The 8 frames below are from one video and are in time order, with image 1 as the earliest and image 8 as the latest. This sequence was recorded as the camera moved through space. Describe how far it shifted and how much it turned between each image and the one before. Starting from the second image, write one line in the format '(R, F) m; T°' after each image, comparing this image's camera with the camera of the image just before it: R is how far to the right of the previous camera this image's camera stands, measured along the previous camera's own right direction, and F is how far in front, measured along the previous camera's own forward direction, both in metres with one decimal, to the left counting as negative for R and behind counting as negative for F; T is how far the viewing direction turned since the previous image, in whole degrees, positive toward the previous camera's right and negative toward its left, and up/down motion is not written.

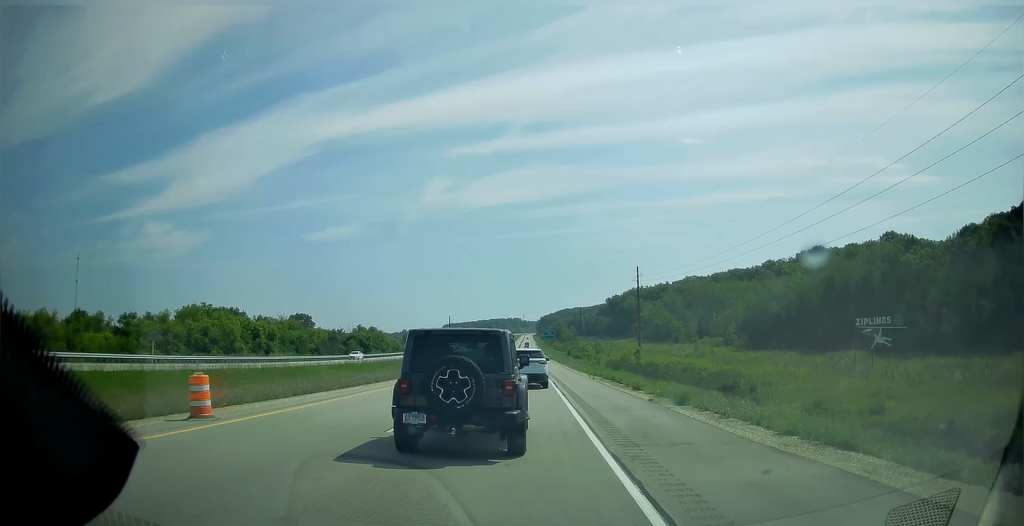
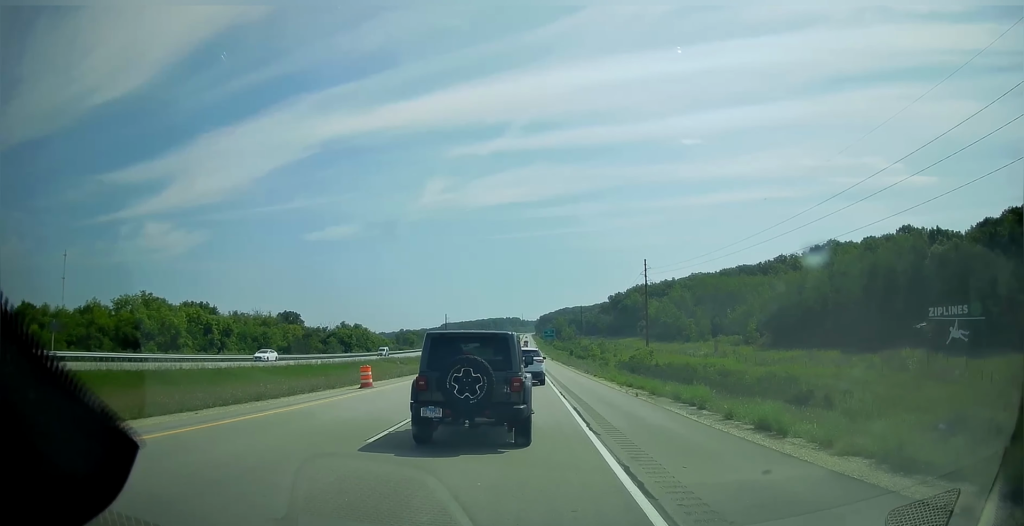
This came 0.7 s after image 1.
(0.0, +16.3) m; +1°
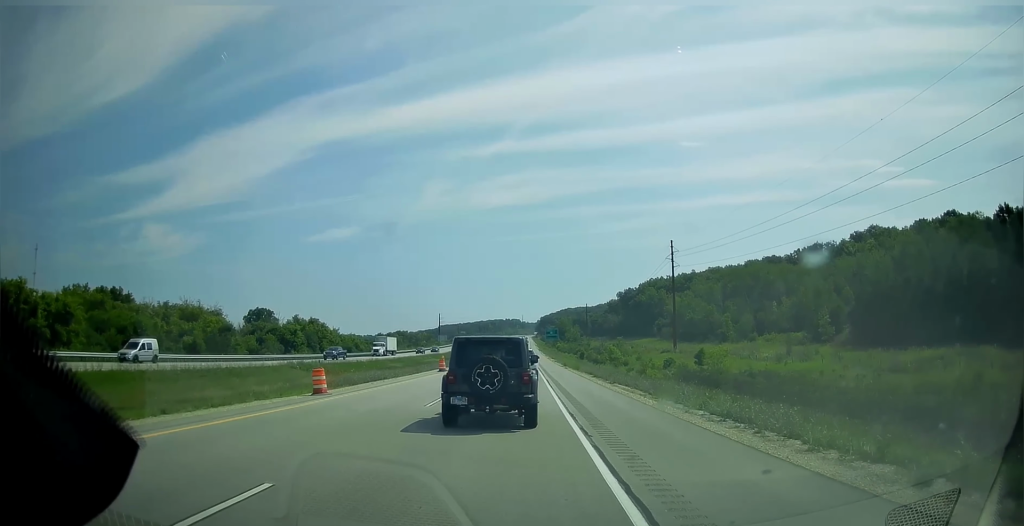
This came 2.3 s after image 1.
(+0.3, +39.0) m; 0°
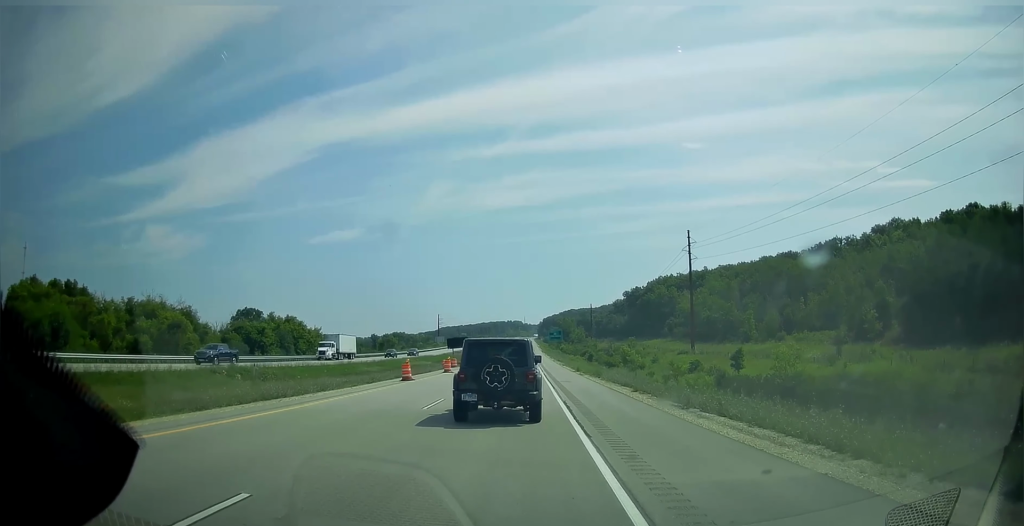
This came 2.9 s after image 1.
(0.0, +15.3) m; 0°
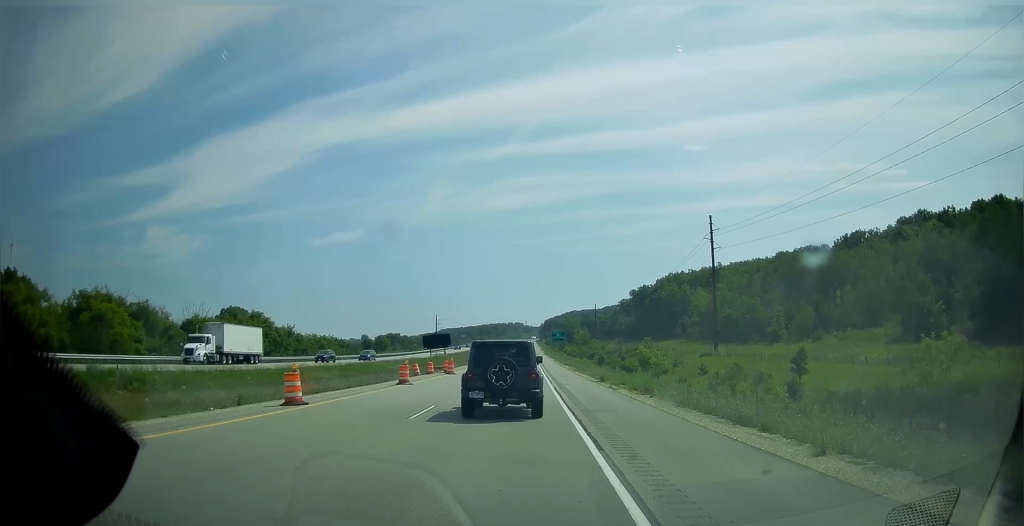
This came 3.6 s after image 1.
(0.0, +17.7) m; 0°
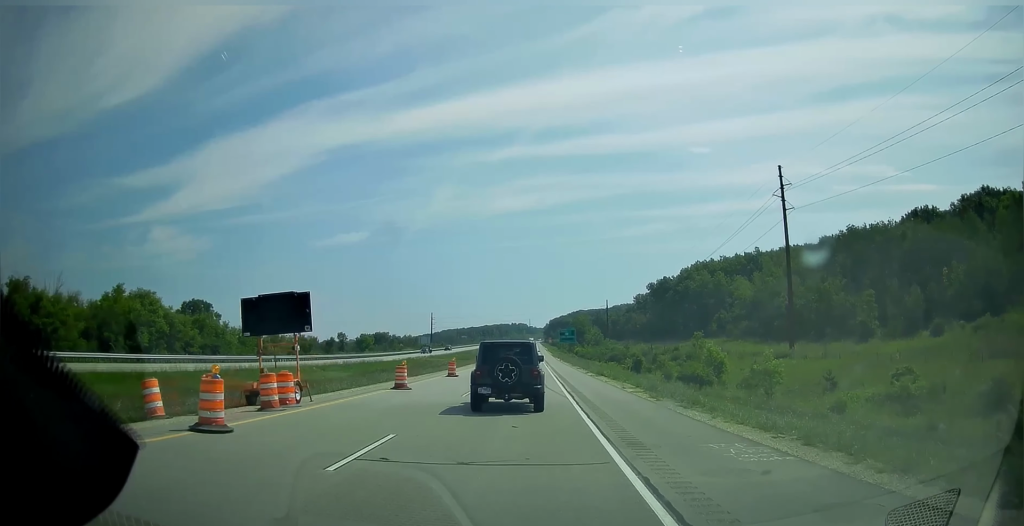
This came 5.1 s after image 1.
(+0.2, +36.1) m; 0°
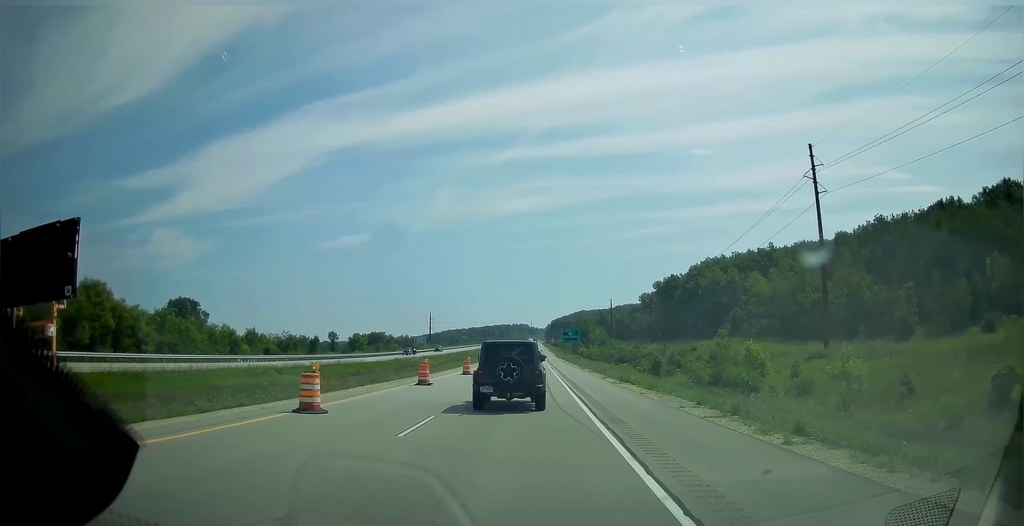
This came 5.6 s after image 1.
(+0.1, +11.6) m; 0°
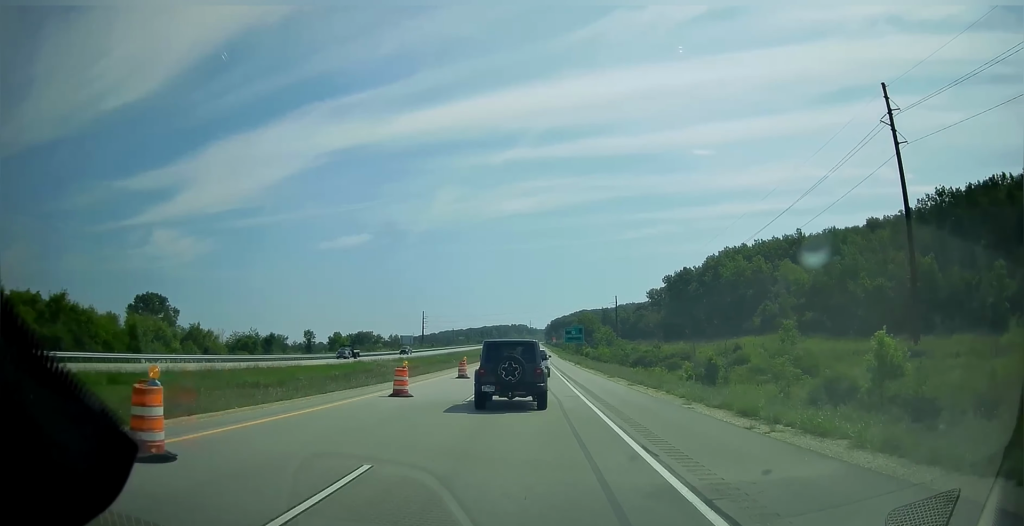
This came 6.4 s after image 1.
(-0.3, +21.0) m; -1°
